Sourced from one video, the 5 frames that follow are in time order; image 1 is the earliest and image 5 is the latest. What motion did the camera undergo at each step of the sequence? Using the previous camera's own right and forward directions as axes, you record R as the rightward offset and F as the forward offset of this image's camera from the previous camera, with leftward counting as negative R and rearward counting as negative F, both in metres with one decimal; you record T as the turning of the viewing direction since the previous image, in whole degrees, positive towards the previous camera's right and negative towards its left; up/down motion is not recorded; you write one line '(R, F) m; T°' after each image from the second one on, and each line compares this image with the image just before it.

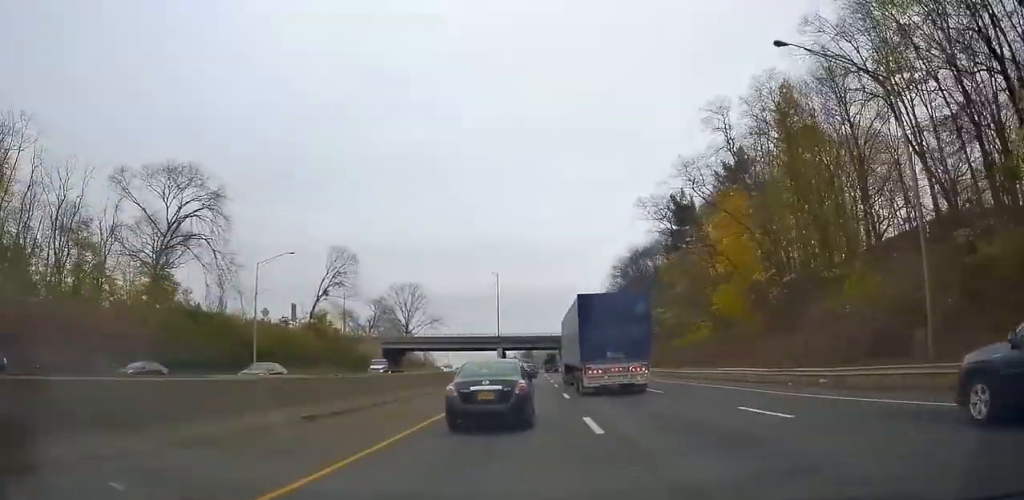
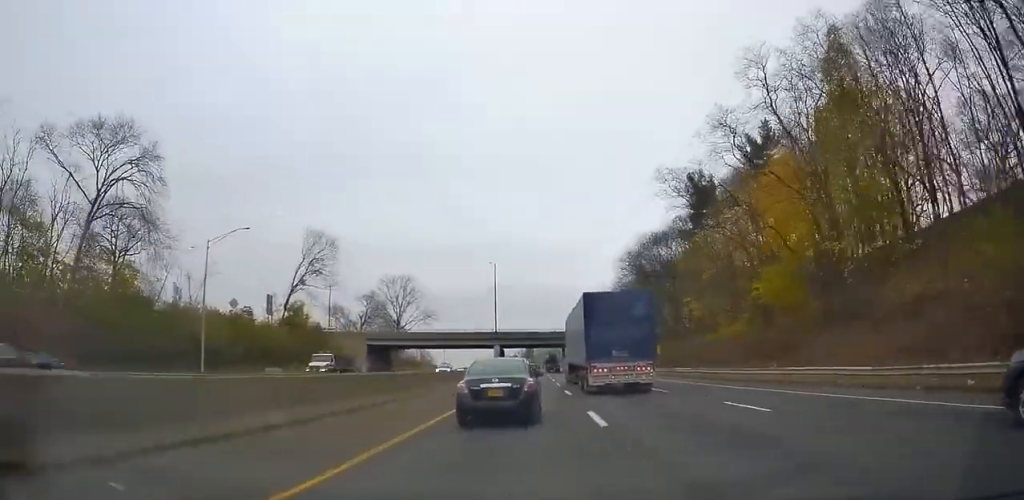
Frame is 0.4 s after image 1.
(+0.3, +10.3) m; 0°
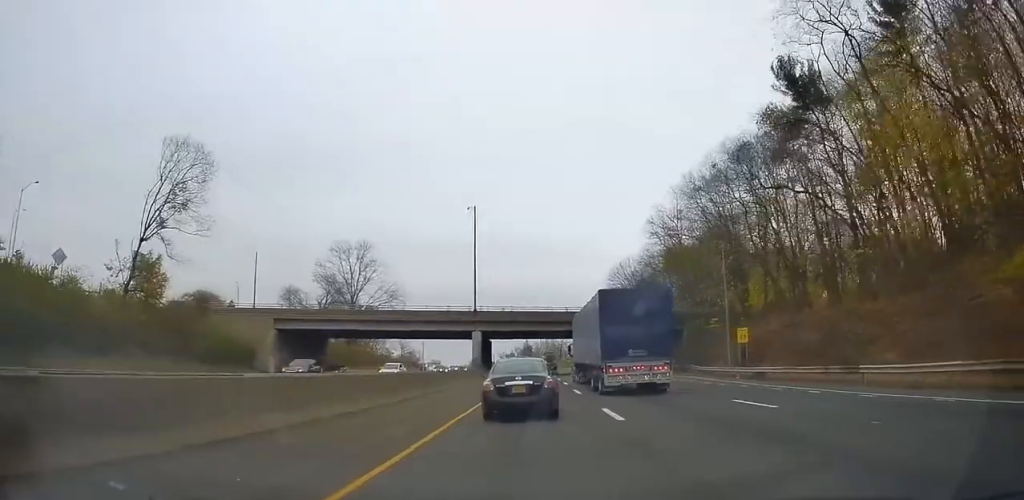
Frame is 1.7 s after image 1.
(-0.4, +34.6) m; +1°
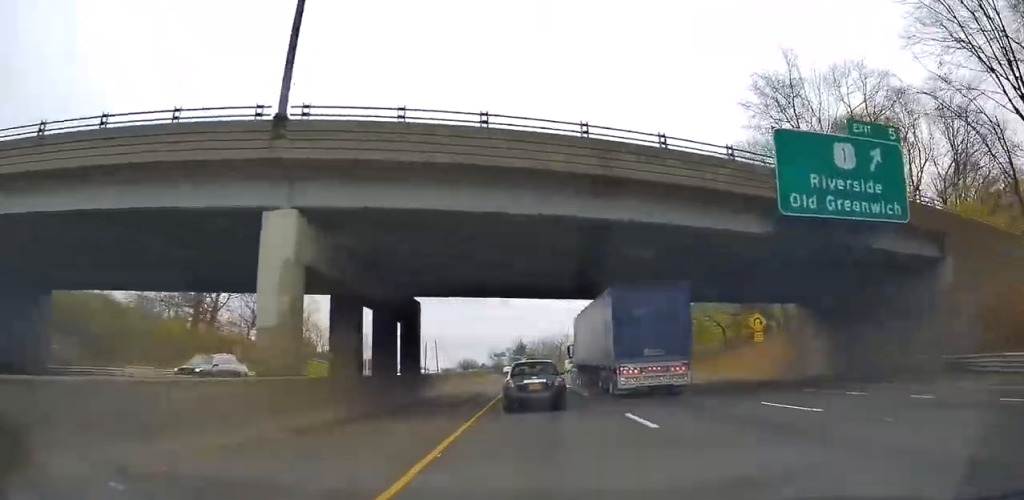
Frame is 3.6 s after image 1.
(+0.5, +48.7) m; 0°
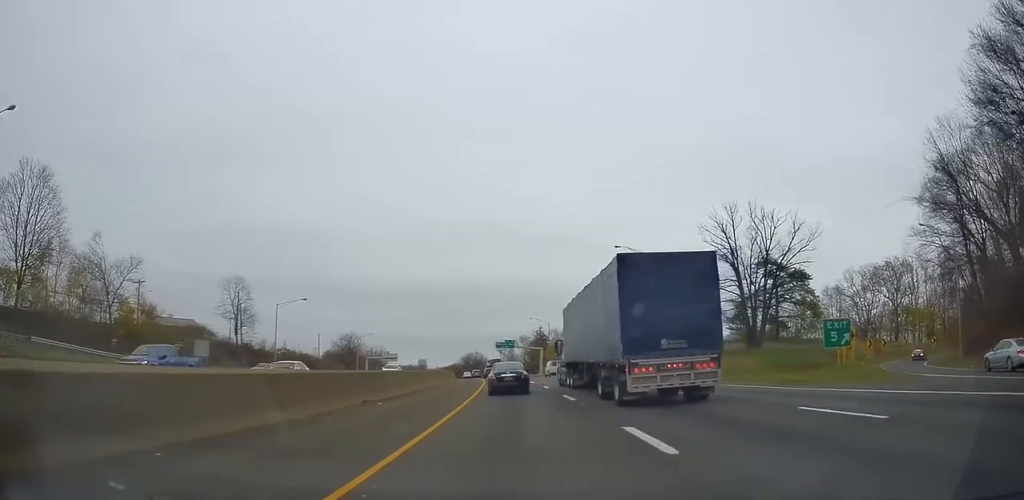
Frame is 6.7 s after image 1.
(-0.5, +86.2) m; 0°
